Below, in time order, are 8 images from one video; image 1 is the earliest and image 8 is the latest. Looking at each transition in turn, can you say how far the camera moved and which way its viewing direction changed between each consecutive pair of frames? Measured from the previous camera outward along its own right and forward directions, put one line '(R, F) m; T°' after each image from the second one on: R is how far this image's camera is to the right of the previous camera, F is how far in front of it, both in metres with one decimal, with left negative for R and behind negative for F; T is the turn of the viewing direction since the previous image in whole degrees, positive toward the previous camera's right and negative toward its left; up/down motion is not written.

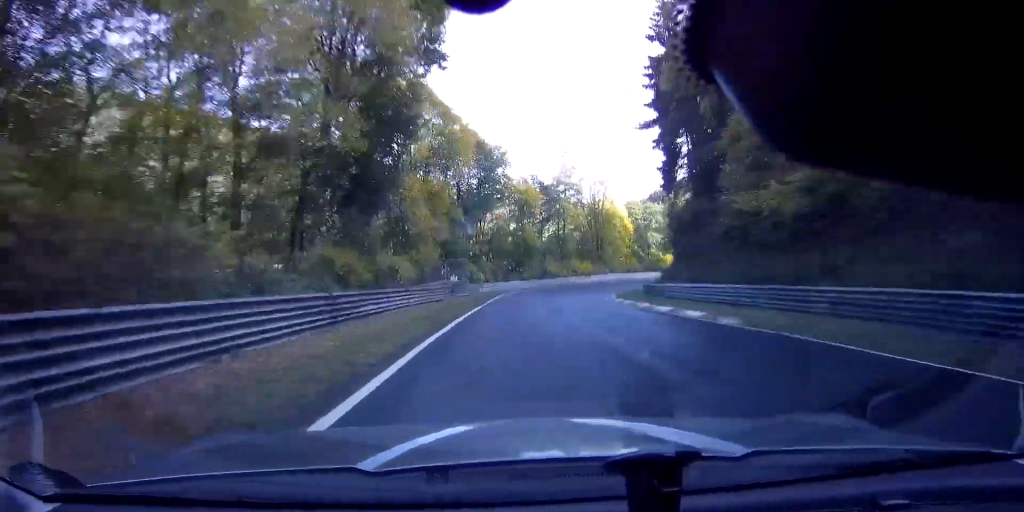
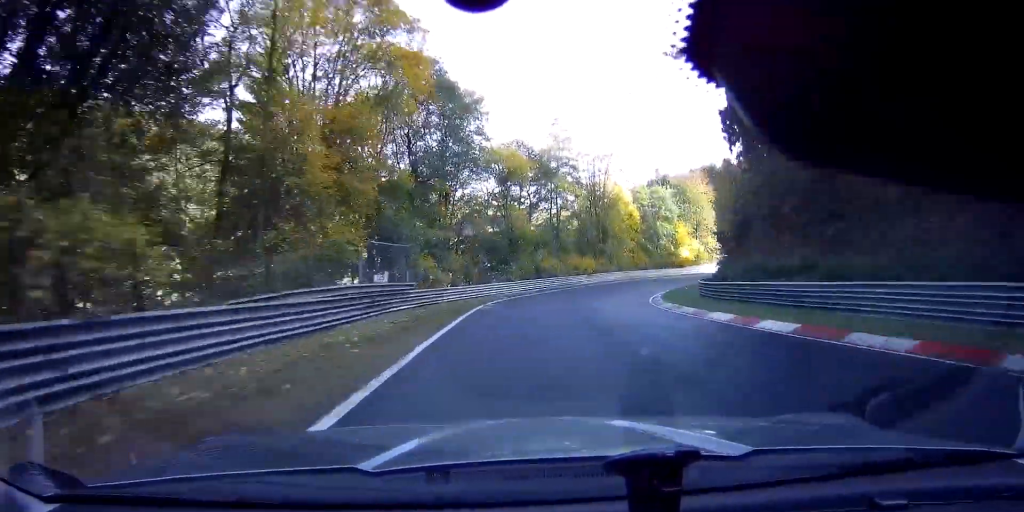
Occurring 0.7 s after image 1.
(0.0, +19.5) m; +2°
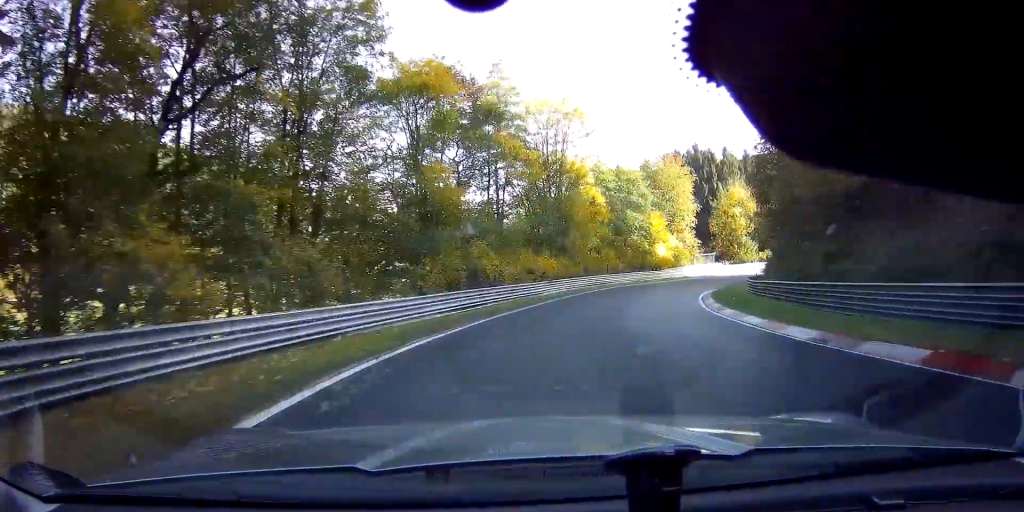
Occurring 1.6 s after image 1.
(+1.0, +21.5) m; +11°
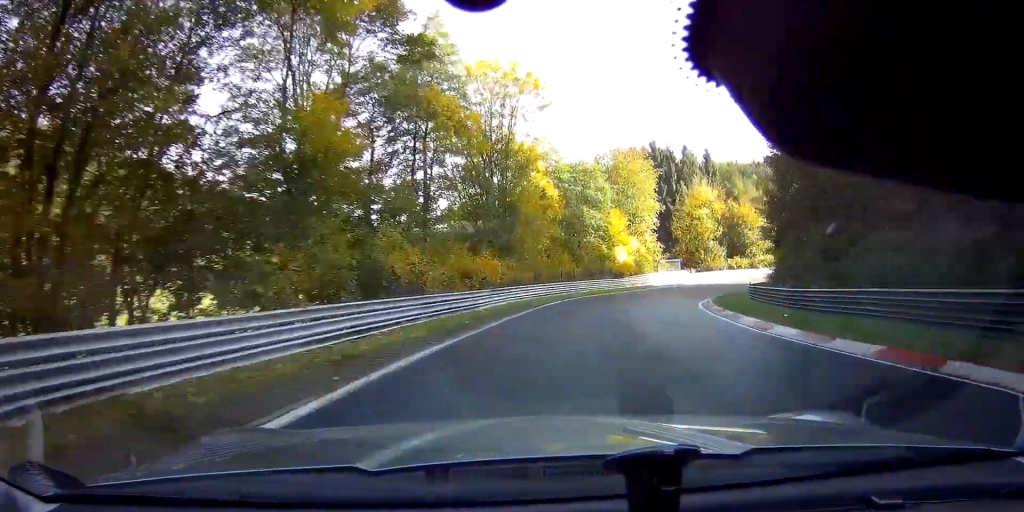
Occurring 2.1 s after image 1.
(+1.5, +11.1) m; +9°
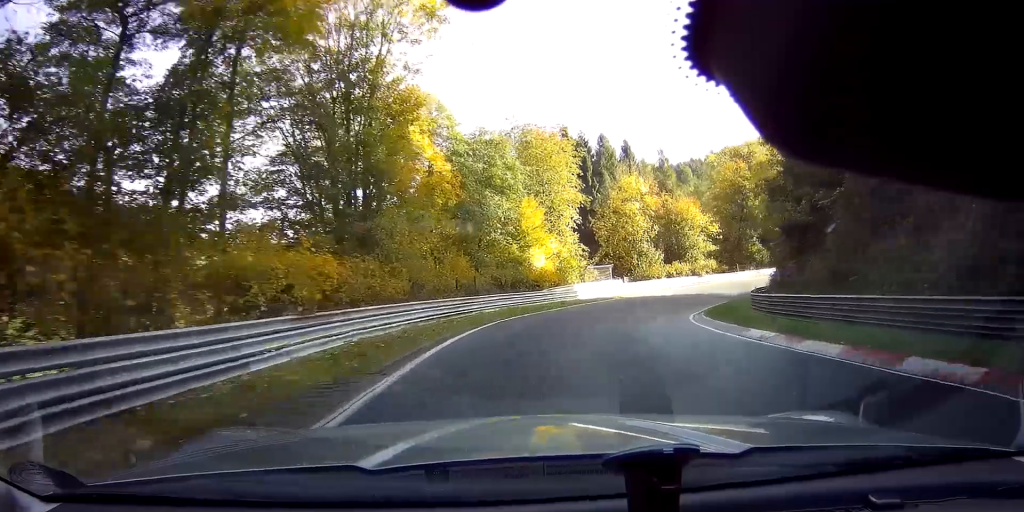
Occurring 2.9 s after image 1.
(+1.8, +16.0) m; +14°
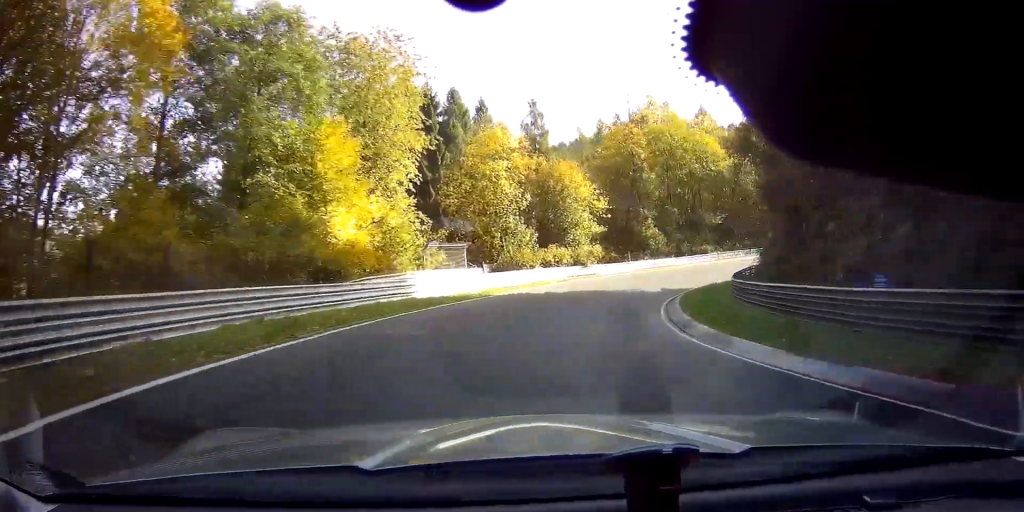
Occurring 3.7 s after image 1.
(+1.8, +18.3) m; +16°
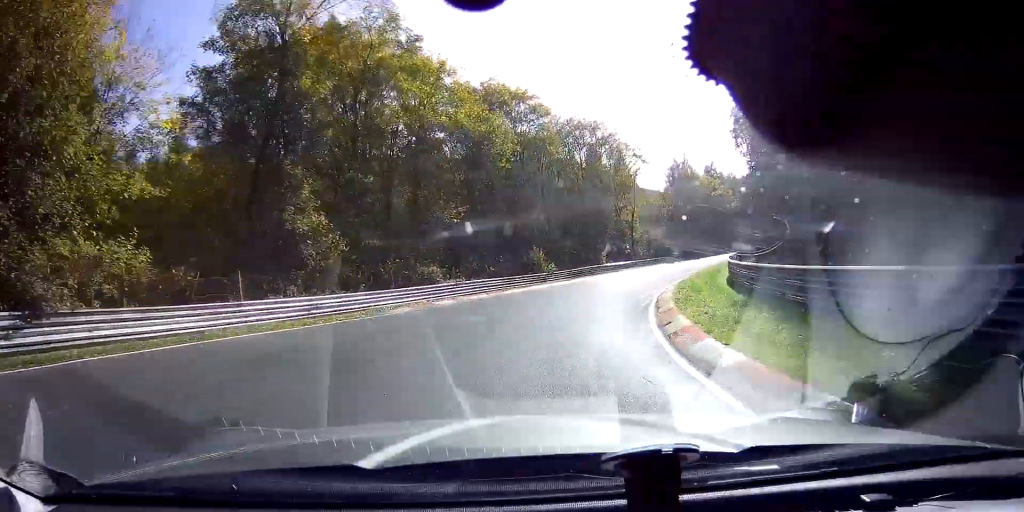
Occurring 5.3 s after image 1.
(+9.7, +34.6) m; +27°
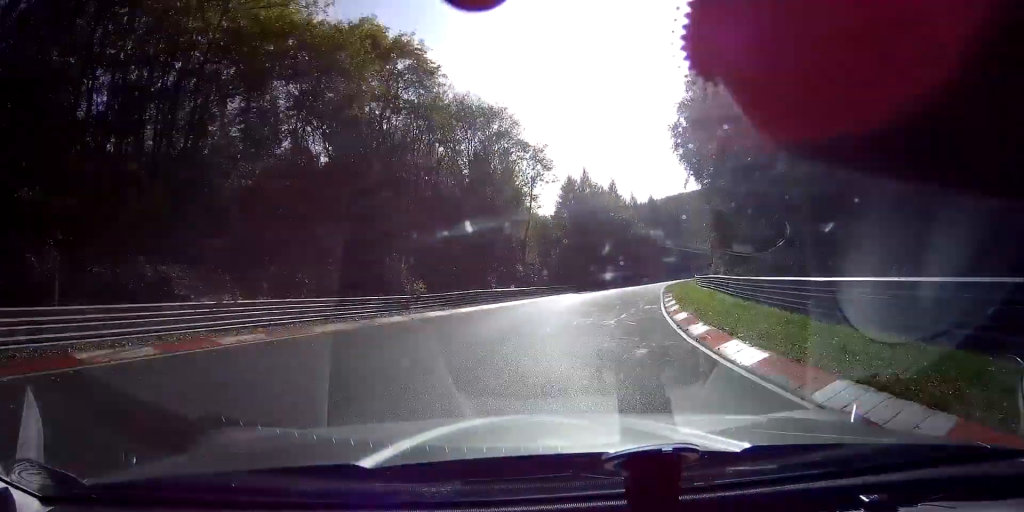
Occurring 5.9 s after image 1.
(+1.2, +15.5) m; +10°
